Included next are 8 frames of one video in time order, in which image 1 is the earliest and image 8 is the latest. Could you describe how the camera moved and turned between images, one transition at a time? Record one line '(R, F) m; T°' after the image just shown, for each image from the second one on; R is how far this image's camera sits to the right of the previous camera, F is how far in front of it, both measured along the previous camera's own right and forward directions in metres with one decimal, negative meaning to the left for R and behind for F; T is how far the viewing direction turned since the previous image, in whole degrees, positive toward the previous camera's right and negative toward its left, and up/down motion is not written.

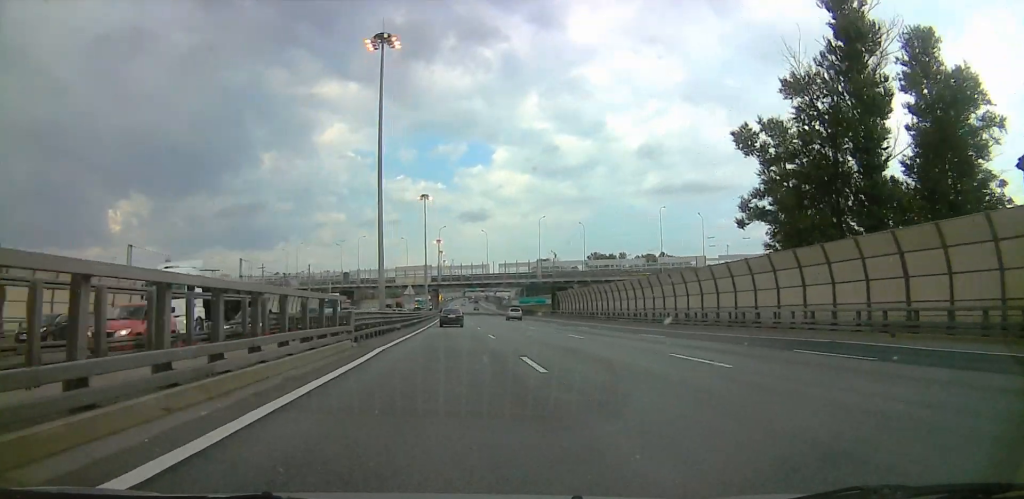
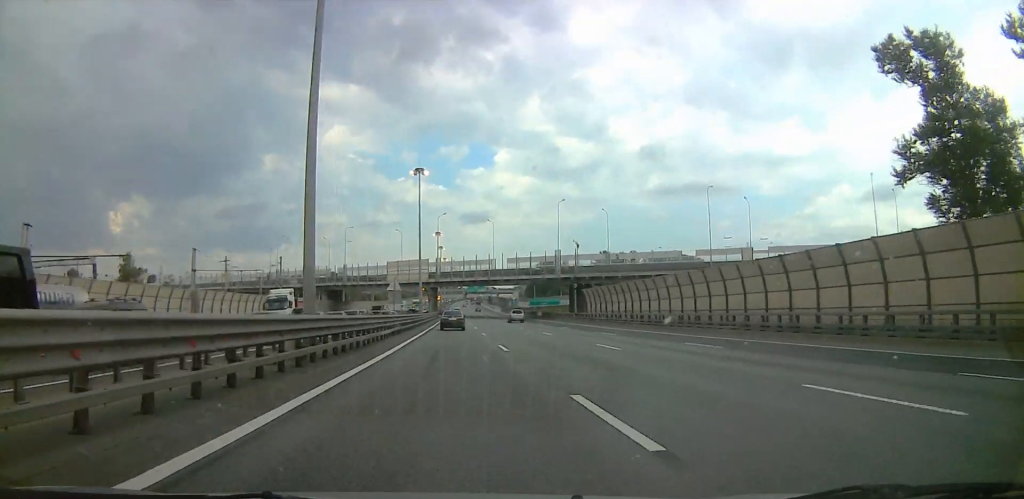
(+0.1, +19.9) m; +1°
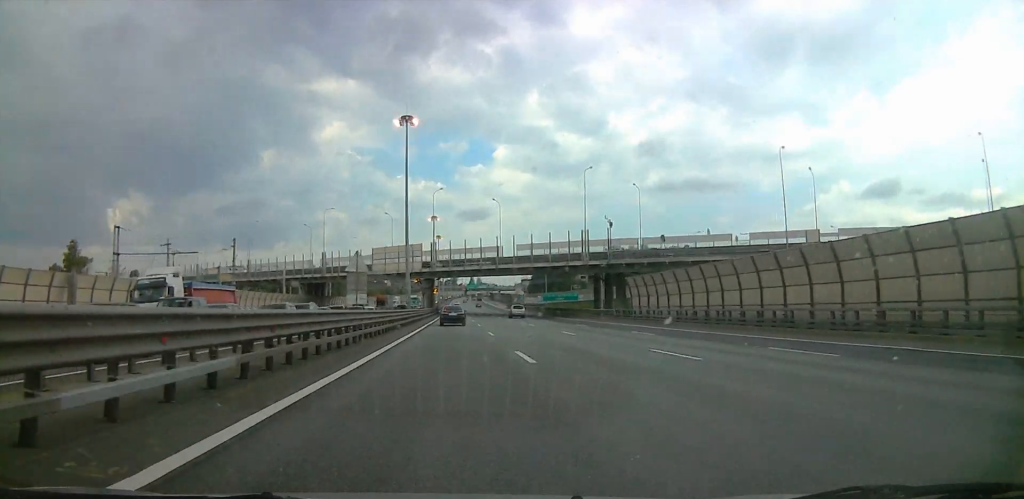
(+0.3, +19.8) m; +1°
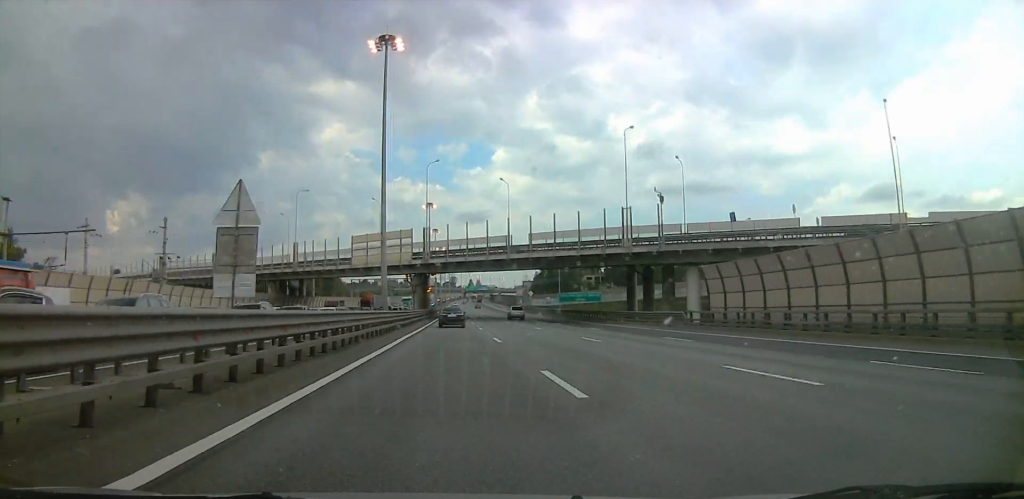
(+0.1, +18.7) m; 0°
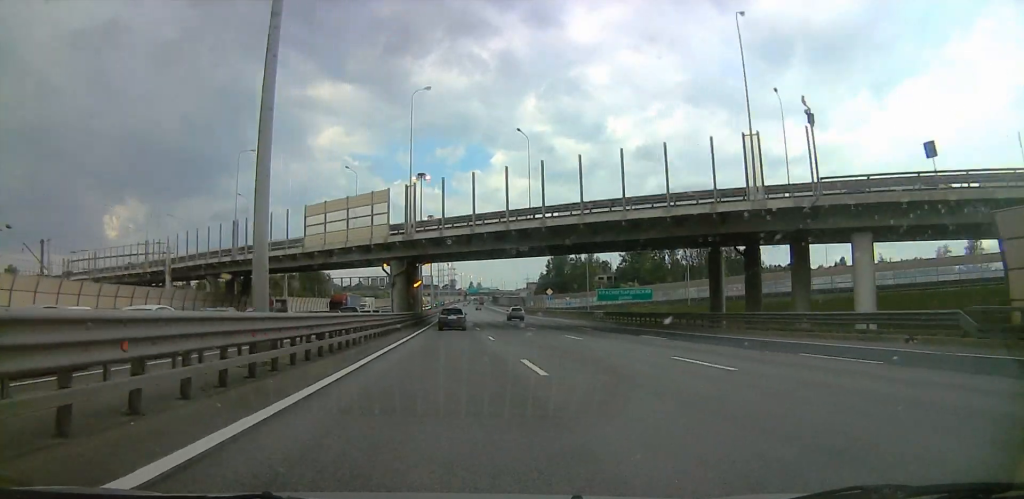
(0.0, +27.0) m; 0°
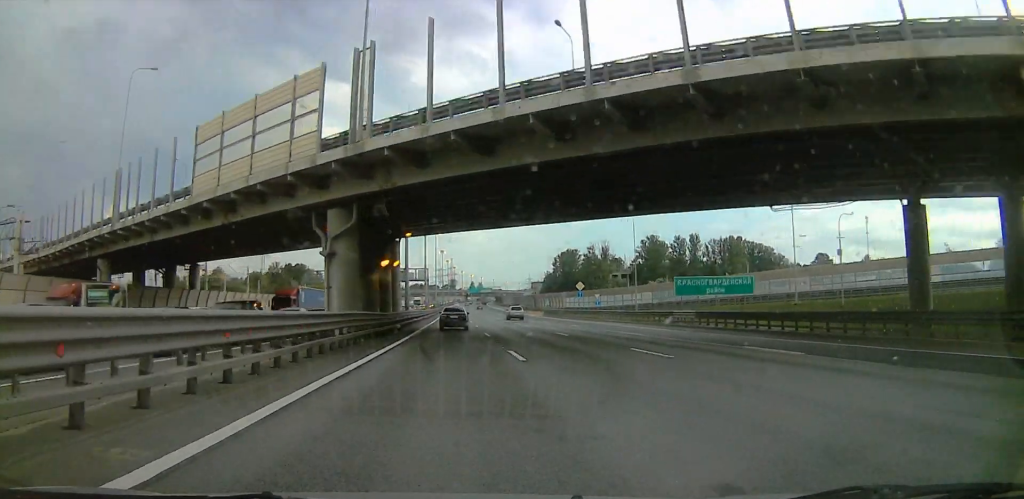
(0.0, +27.2) m; 0°
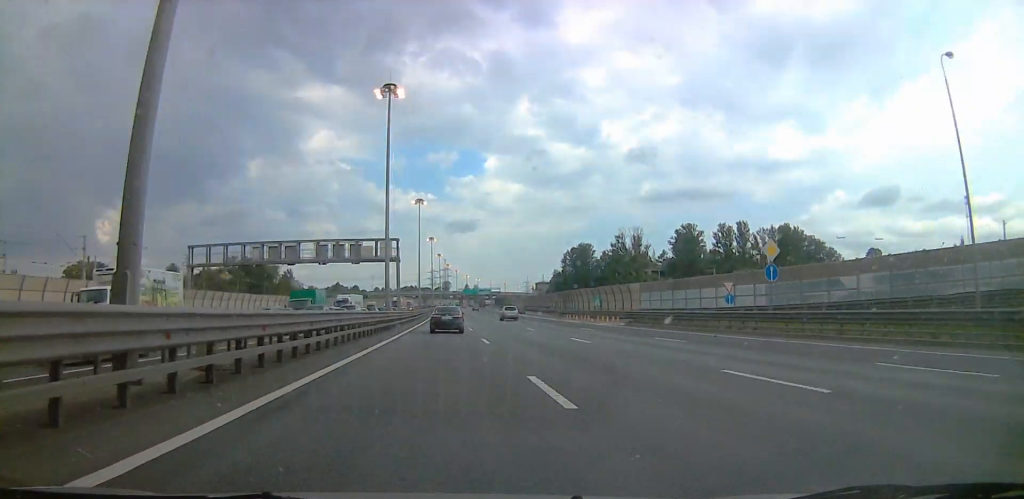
(-0.2, +53.0) m; 0°
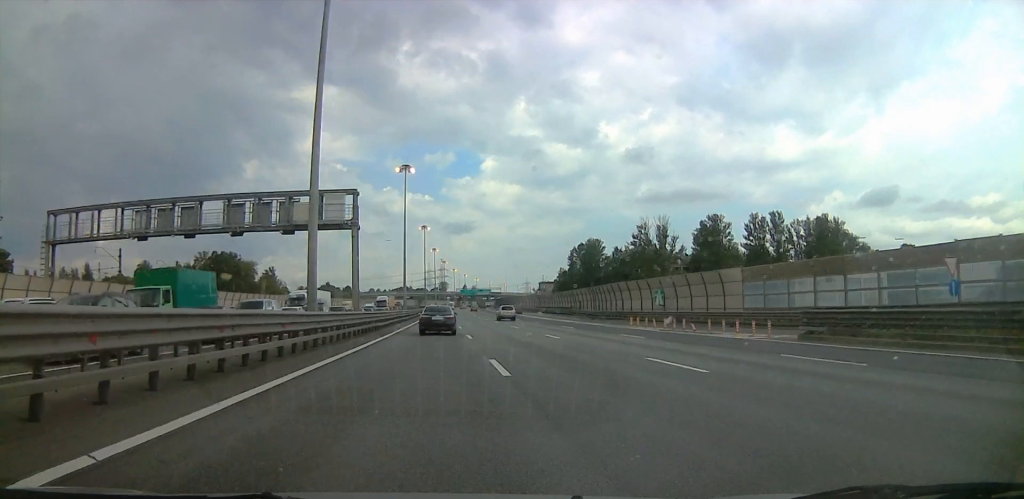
(0.0, +27.2) m; 0°
